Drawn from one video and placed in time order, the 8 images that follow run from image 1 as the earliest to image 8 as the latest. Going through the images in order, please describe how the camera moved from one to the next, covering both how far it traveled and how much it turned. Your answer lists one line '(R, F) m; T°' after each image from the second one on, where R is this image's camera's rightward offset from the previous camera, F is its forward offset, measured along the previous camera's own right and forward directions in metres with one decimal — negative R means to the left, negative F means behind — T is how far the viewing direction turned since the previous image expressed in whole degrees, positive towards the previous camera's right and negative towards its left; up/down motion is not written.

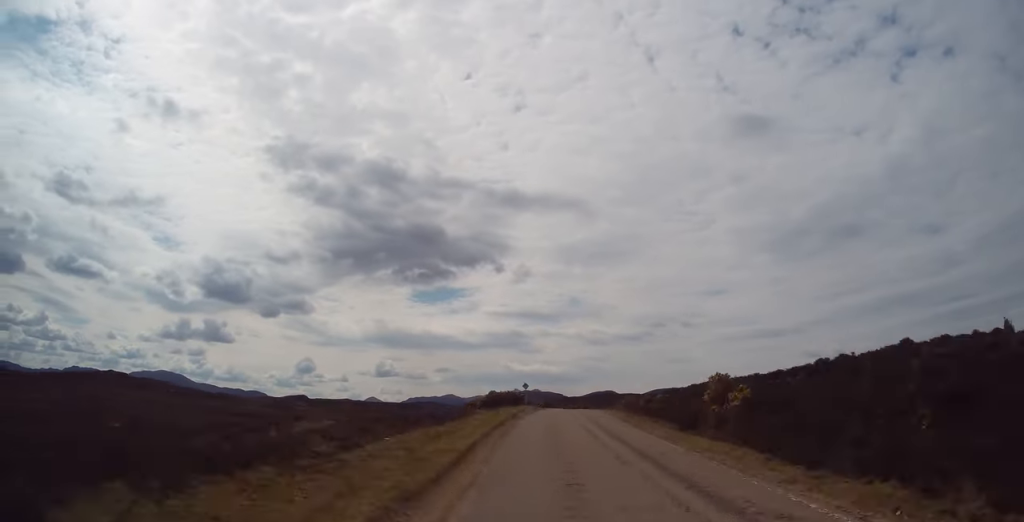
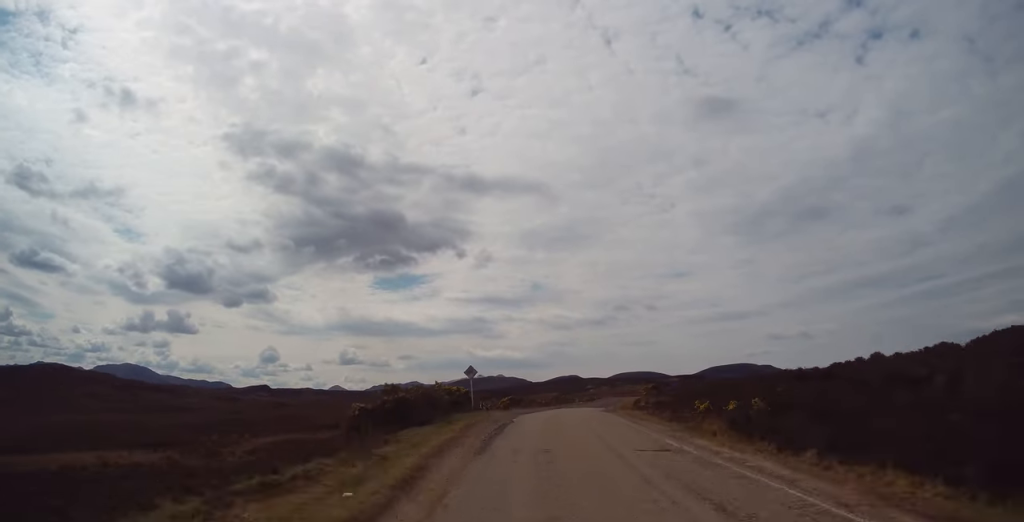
(+0.8, +30.6) m; +4°
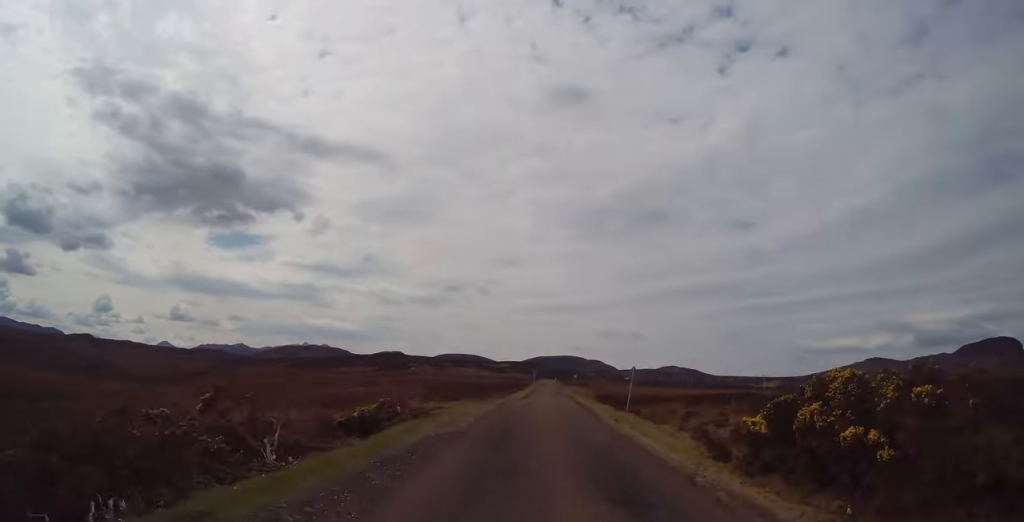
(+7.0, +67.4) m; +9°
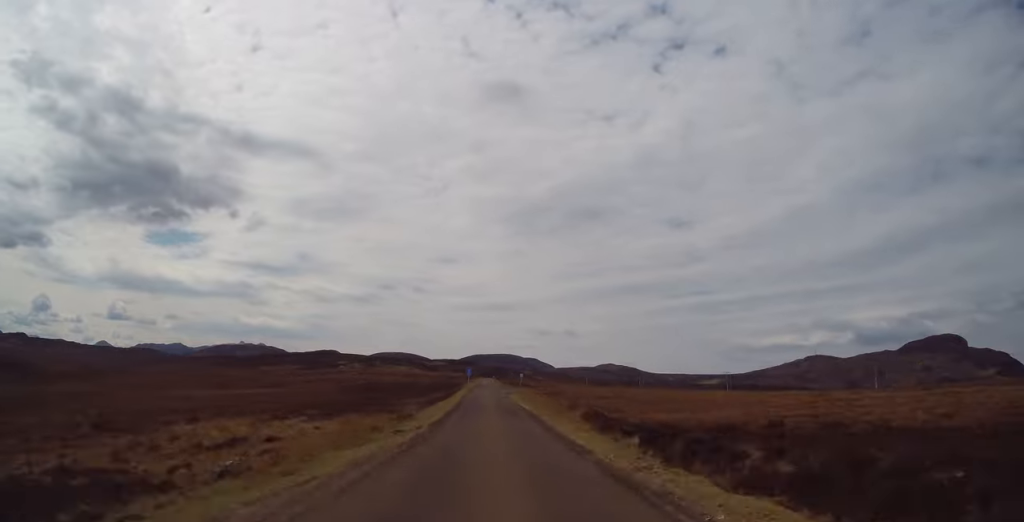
(+0.8, +26.2) m; +2°
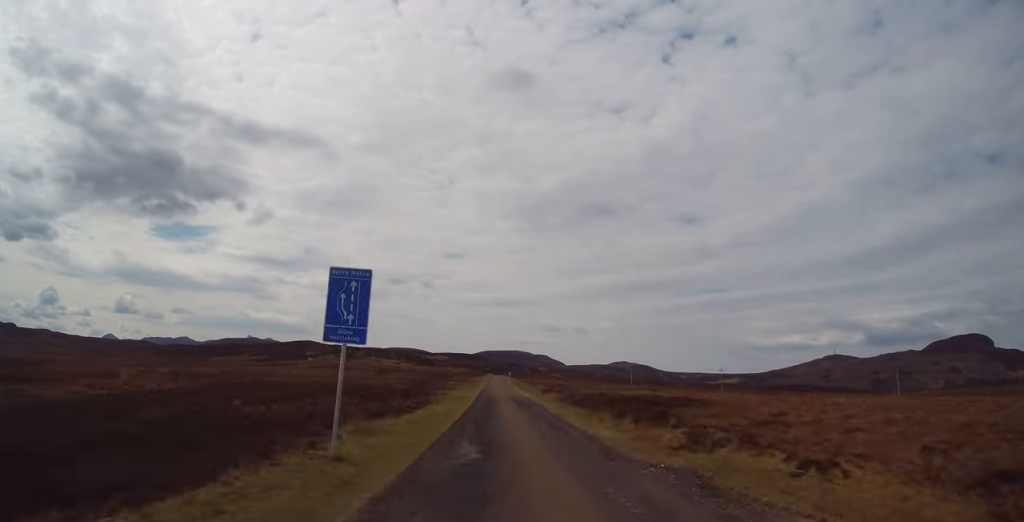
(+0.6, +98.5) m; +1°
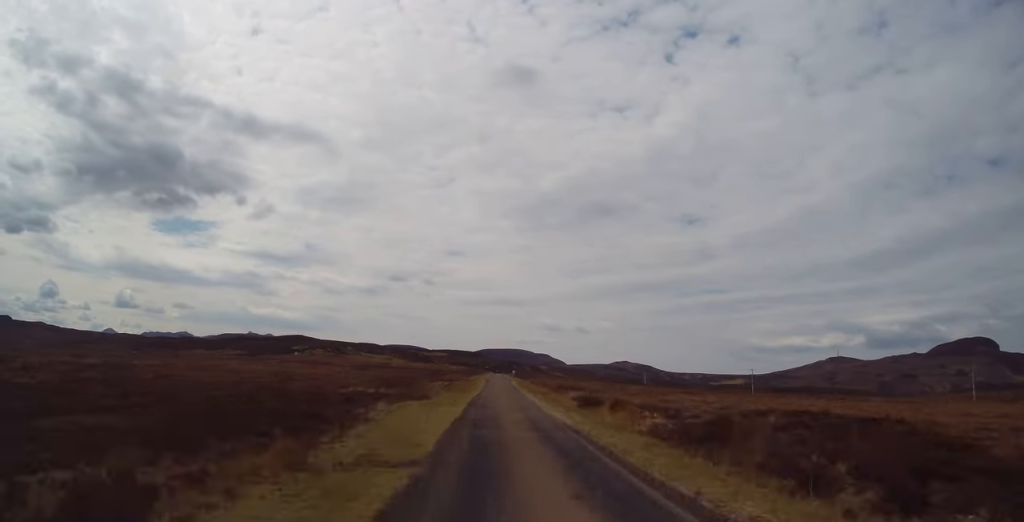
(0.0, +26.4) m; 0°
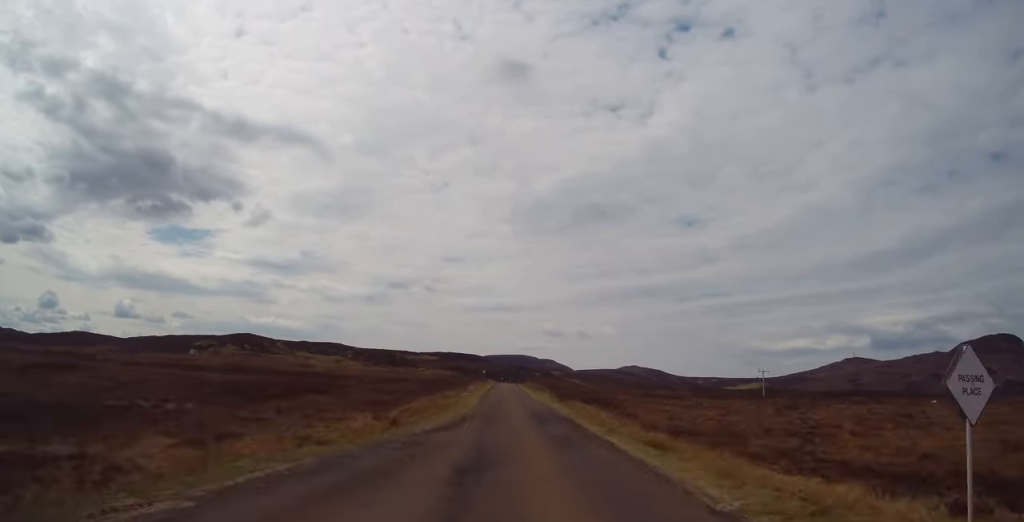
(-0.3, +117.5) m; 0°
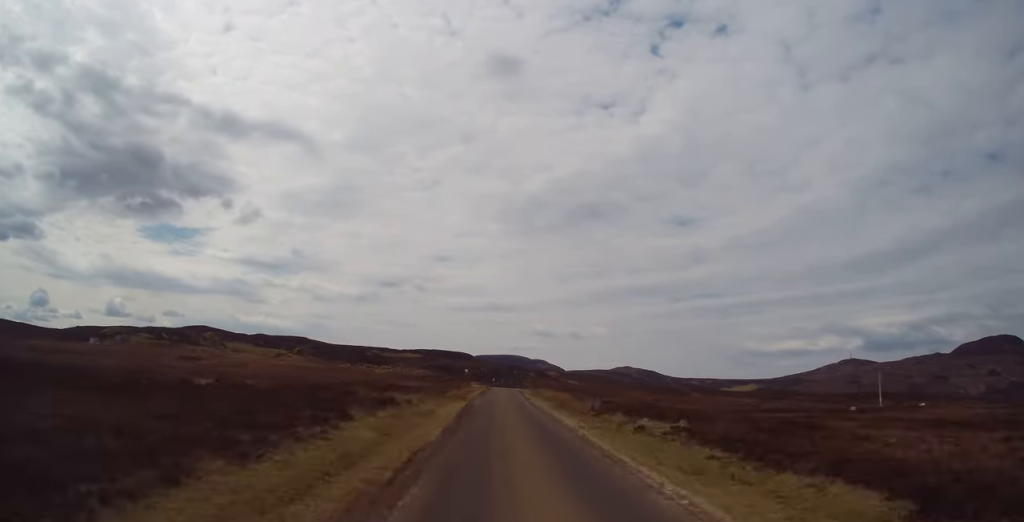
(+0.1, +51.4) m; +1°
